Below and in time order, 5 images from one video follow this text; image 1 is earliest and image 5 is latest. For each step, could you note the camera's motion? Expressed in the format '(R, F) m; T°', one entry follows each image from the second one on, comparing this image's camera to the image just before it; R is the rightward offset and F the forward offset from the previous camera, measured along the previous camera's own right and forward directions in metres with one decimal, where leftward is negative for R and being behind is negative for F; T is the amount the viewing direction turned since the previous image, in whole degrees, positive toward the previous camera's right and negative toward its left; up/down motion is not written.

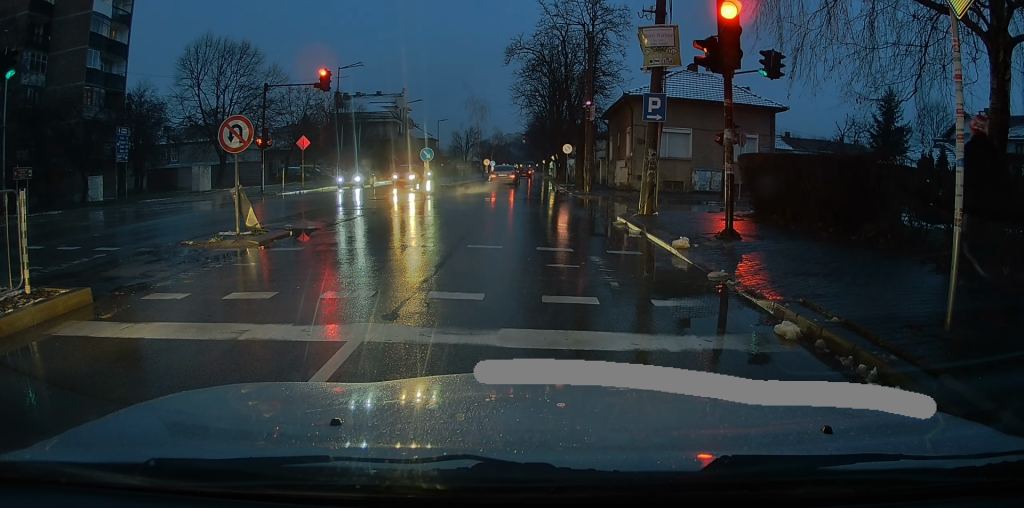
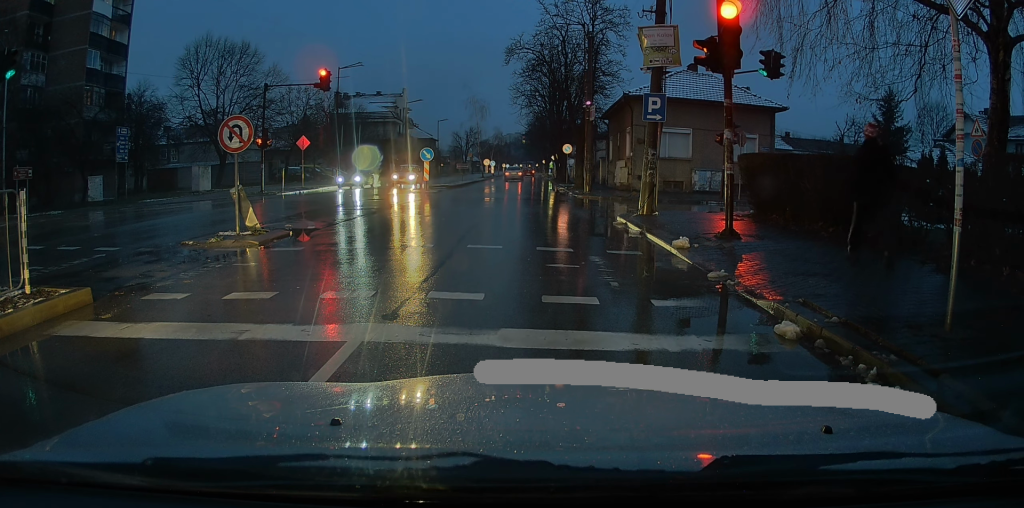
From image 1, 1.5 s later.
(0.0, 0.0) m; 0°
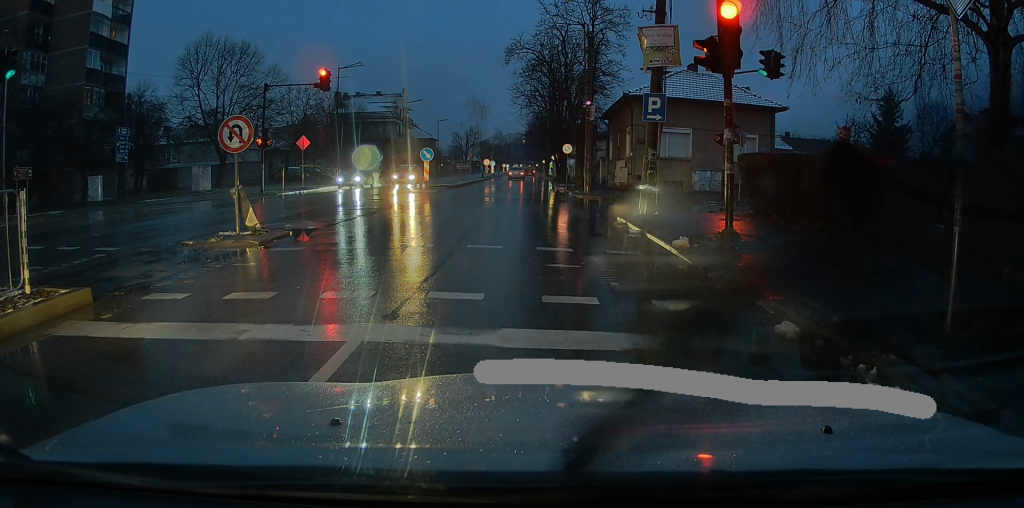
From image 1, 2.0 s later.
(0.0, 0.0) m; 0°
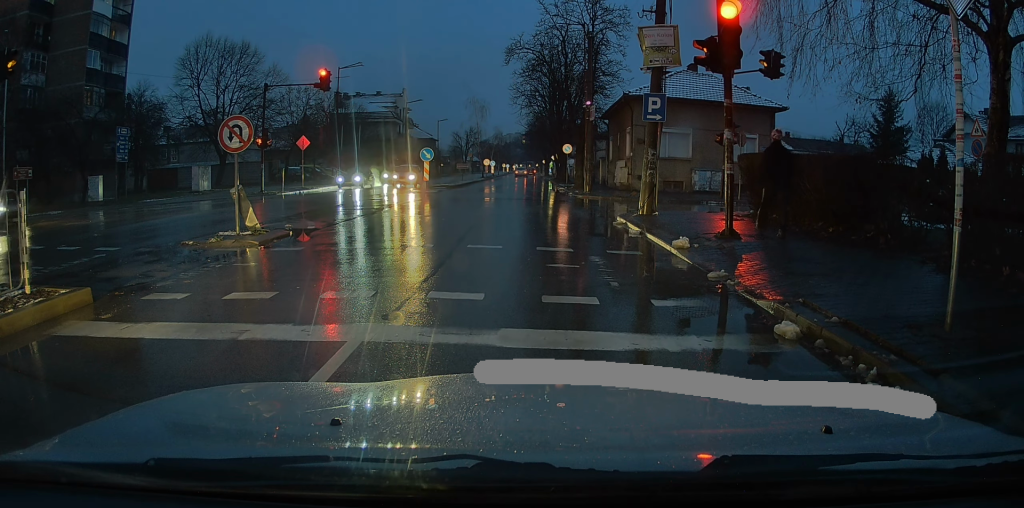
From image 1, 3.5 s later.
(0.0, 0.0) m; 0°
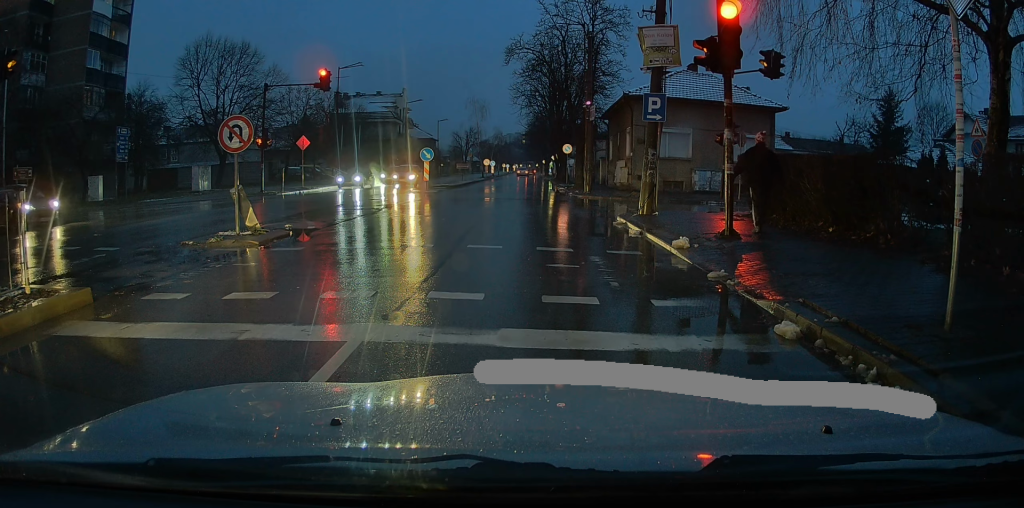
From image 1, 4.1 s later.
(0.0, 0.0) m; 0°
